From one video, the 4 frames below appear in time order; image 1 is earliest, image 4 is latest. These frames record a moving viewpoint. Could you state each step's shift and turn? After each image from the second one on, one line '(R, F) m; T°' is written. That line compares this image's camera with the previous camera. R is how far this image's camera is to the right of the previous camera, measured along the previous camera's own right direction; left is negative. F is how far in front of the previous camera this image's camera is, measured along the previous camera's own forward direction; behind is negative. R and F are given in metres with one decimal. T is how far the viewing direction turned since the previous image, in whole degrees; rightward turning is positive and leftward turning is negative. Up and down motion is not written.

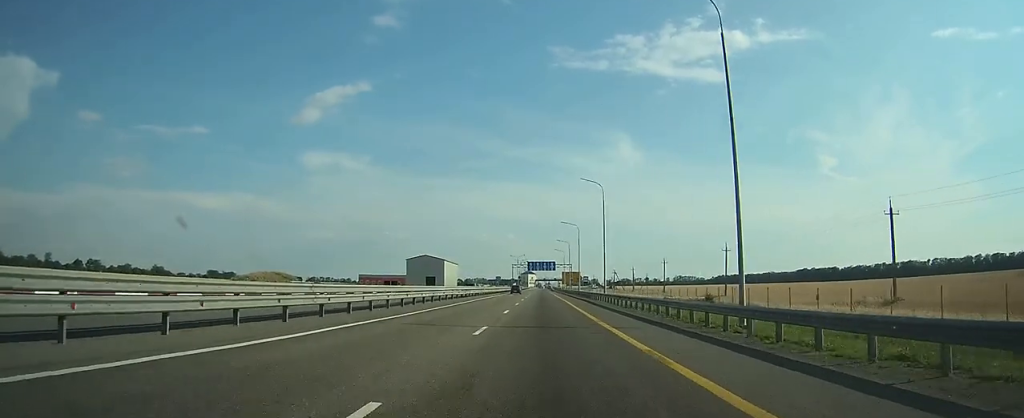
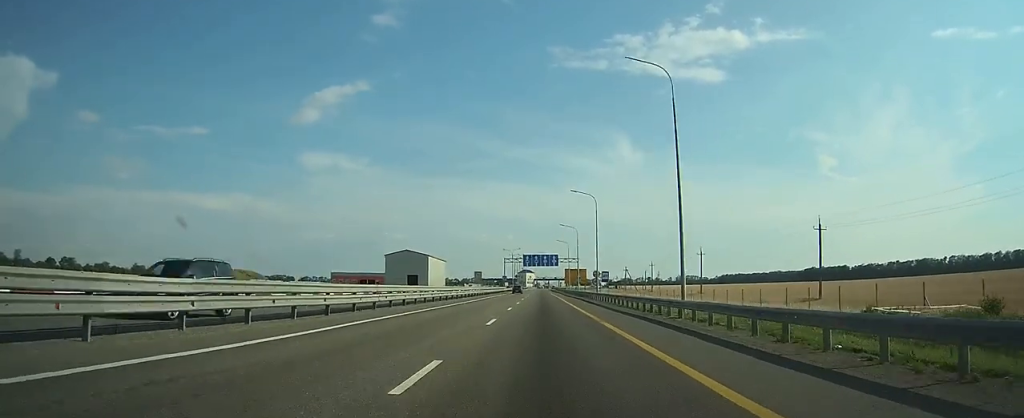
(0.0, +32.3) m; 0°
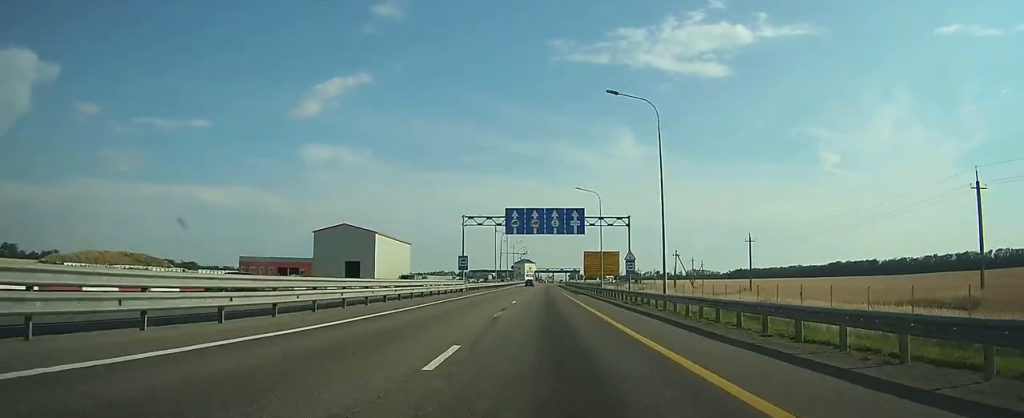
(+0.4, +70.6) m; +1°
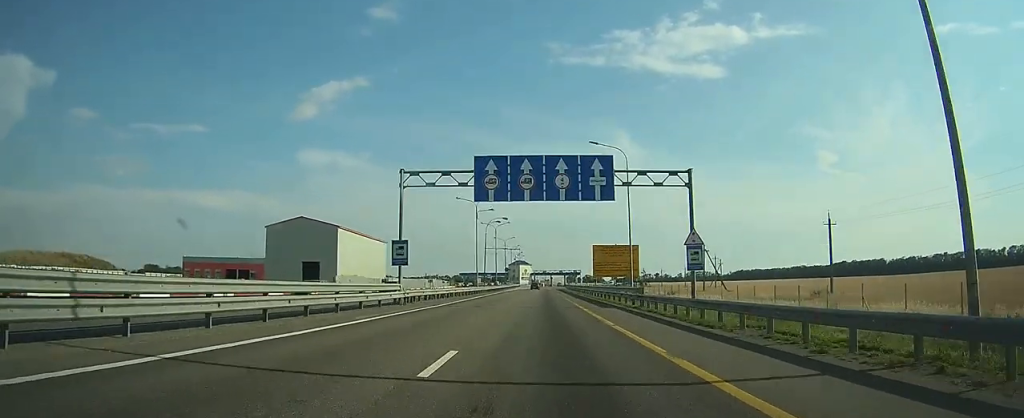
(-0.1, +25.2) m; 0°
